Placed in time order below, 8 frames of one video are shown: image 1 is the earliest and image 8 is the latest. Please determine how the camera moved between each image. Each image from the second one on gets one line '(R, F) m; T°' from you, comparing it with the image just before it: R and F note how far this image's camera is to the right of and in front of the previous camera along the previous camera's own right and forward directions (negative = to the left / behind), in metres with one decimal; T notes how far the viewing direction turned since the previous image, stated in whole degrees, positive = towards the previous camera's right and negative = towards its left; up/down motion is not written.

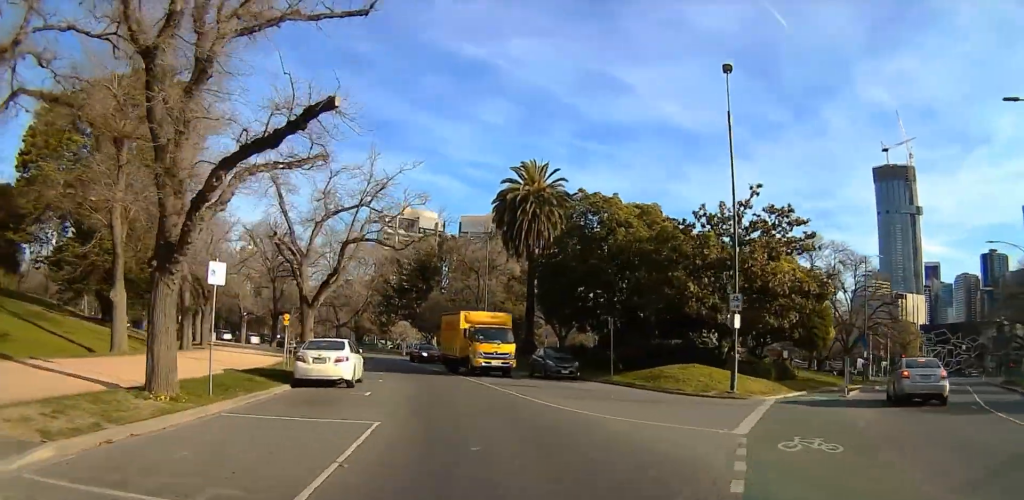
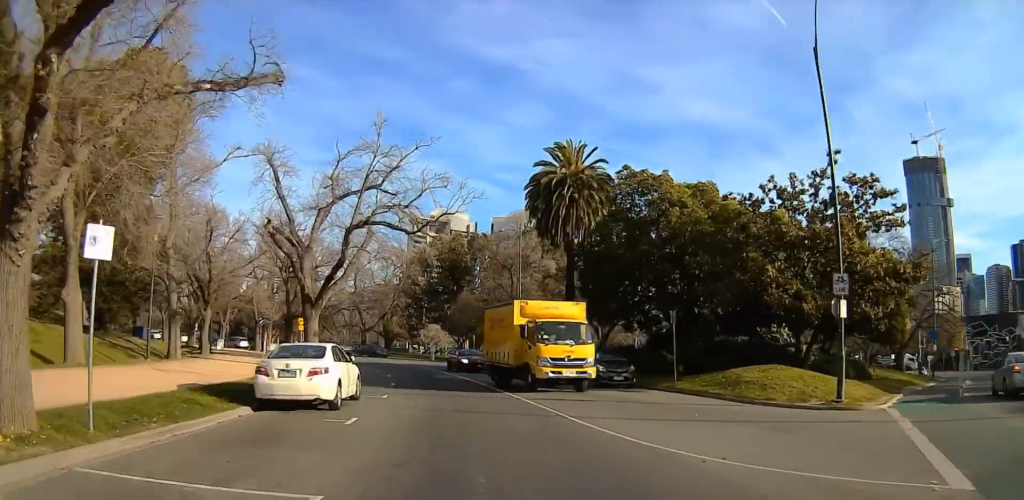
(-0.2, +5.9) m; -5°
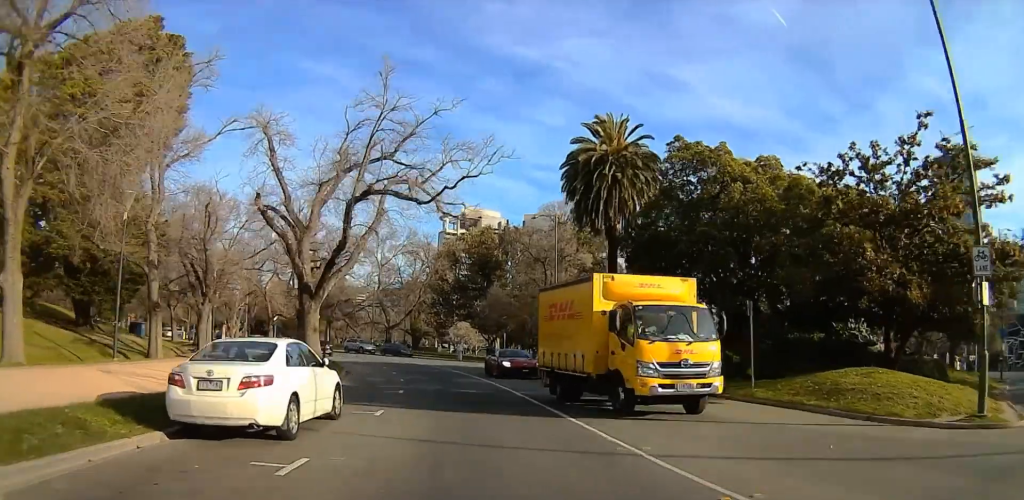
(-1.1, +5.6) m; +1°
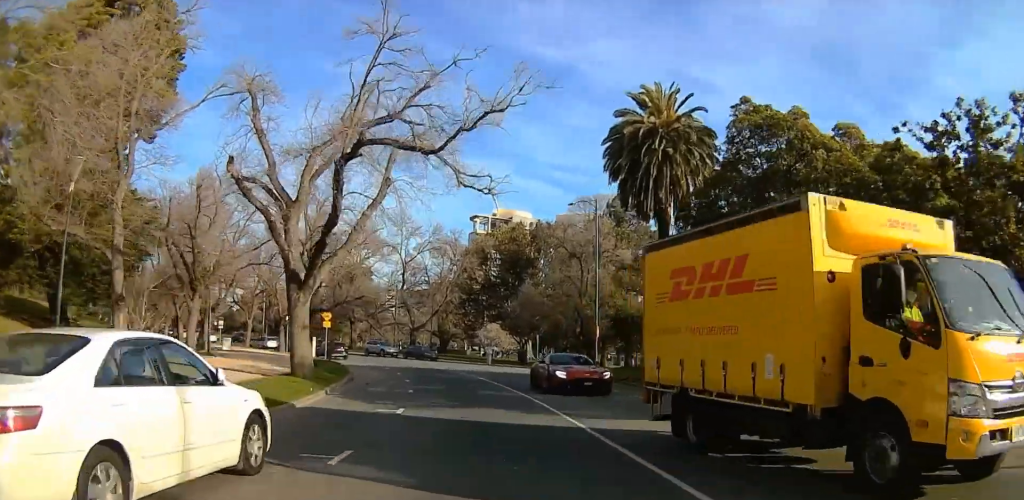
(+0.2, +5.6) m; +1°
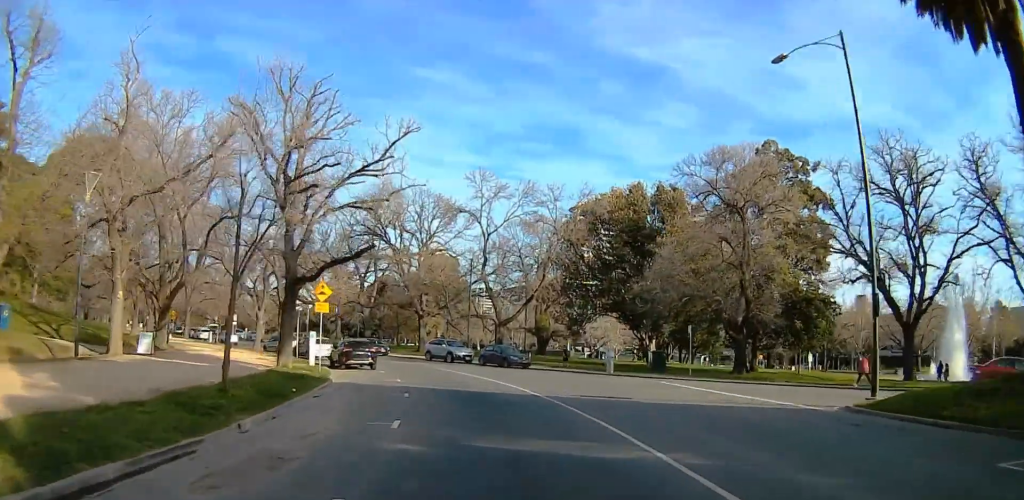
(-1.8, +22.9) m; -13°
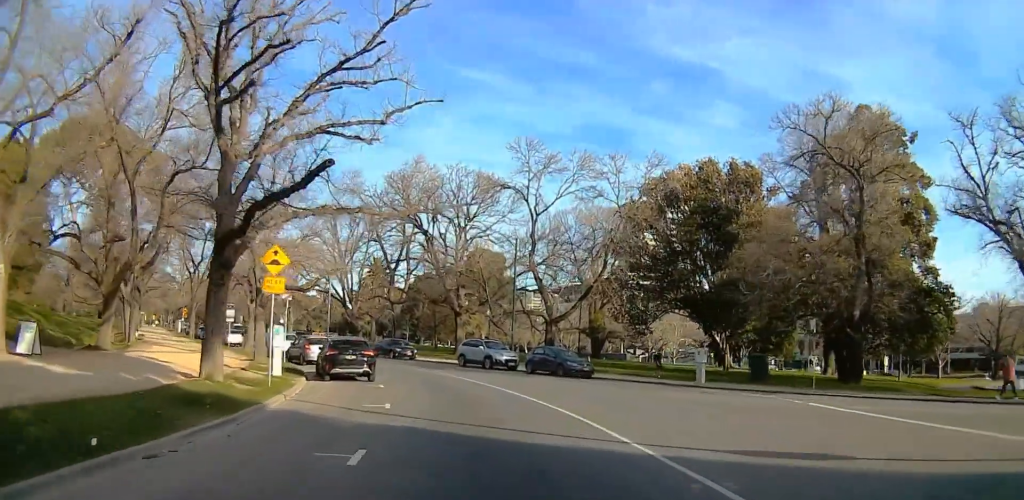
(-0.3, +10.2) m; -4°
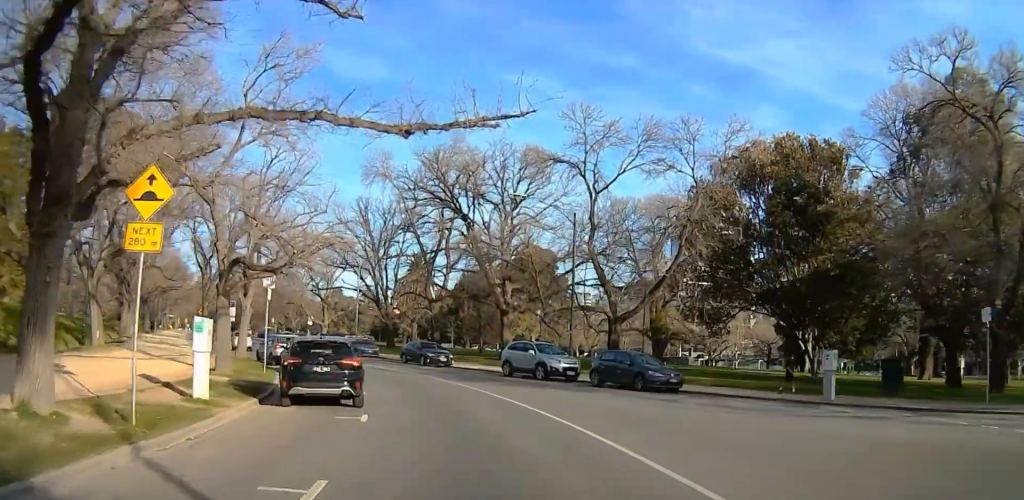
(-0.3, +7.6) m; -3°
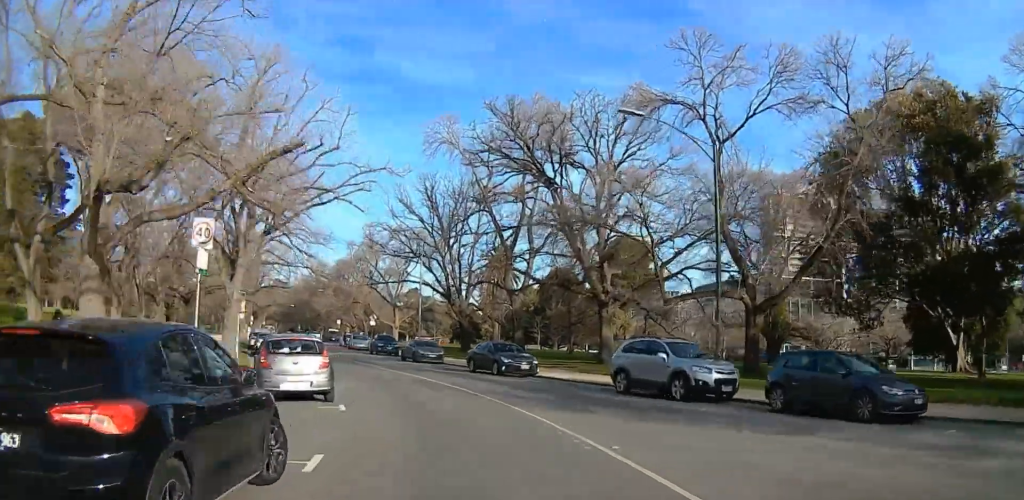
(-0.2, +10.2) m; -2°
